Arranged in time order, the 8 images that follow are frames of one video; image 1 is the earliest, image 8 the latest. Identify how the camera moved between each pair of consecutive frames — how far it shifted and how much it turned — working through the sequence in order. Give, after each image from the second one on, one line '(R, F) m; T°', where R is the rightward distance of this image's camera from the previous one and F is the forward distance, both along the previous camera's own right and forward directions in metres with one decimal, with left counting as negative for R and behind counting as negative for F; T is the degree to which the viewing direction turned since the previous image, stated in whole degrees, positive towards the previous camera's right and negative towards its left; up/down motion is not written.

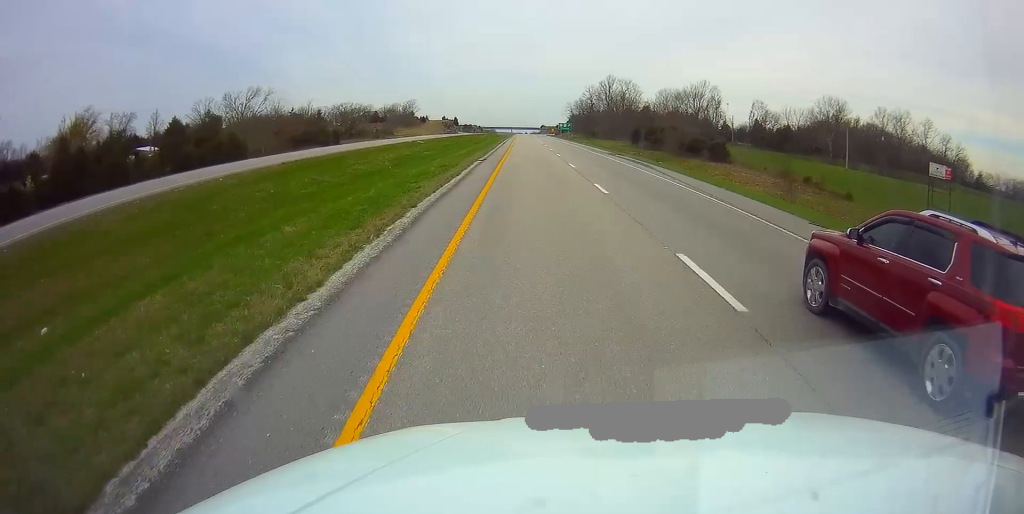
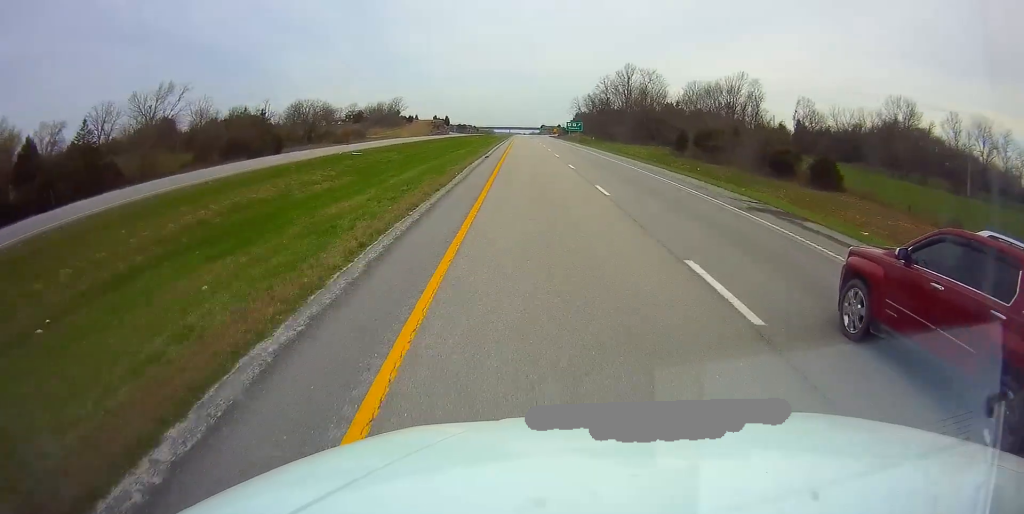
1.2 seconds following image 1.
(0.0, +37.1) m; 0°
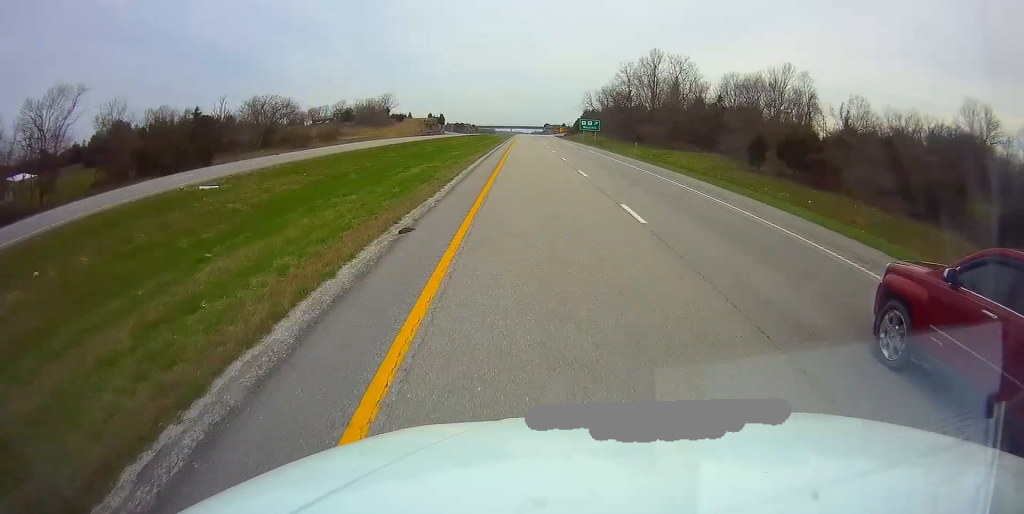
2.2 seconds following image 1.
(0.0, +29.8) m; 0°
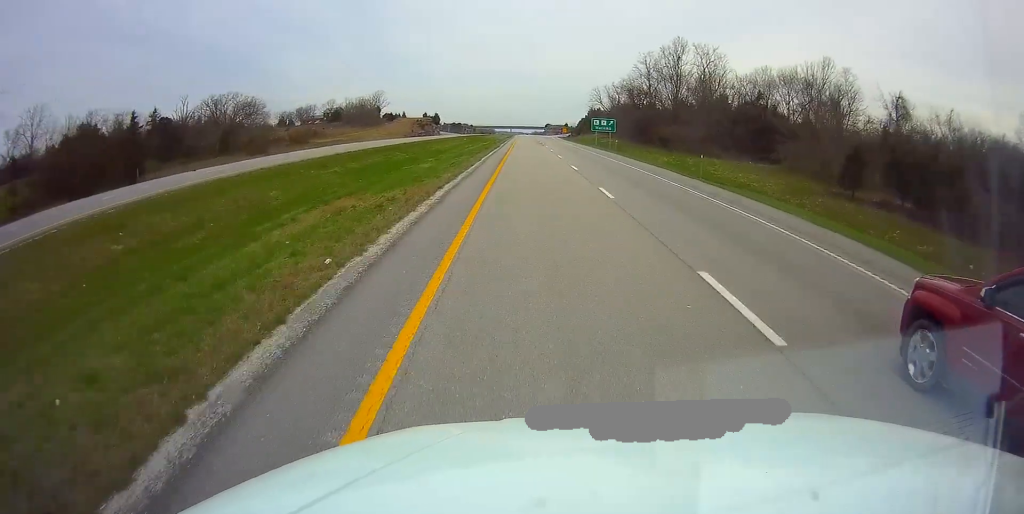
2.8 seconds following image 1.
(0.0, +19.5) m; 0°
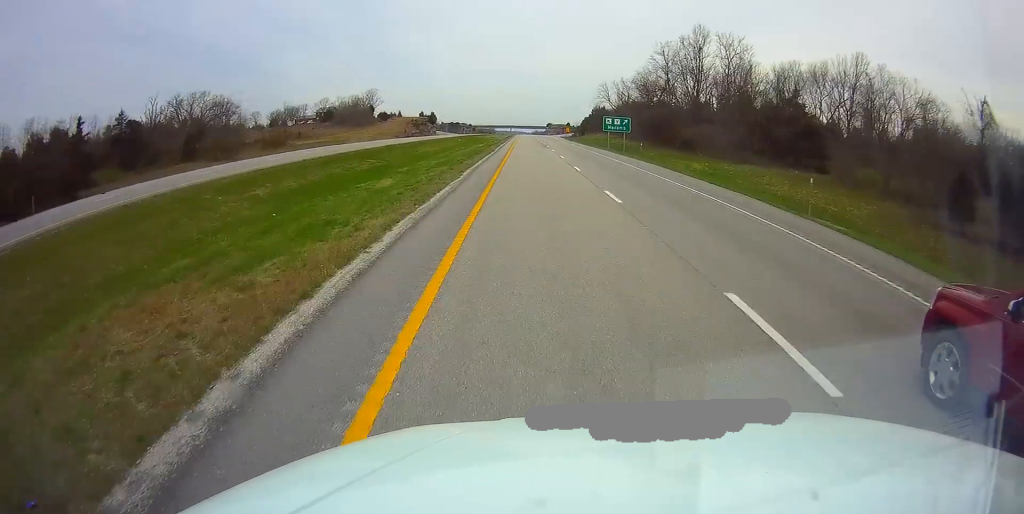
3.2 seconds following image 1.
(0.0, +13.4) m; 0°
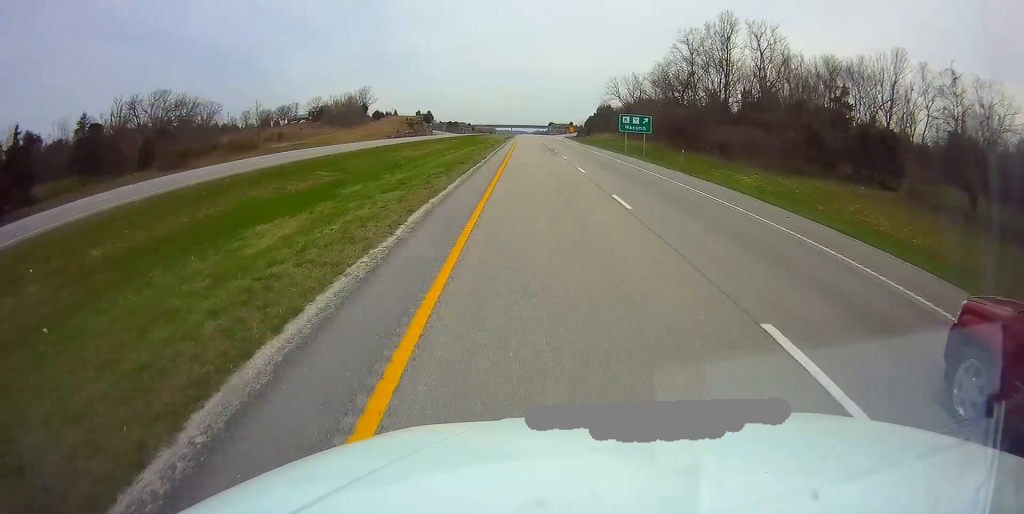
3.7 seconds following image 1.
(0.0, +13.4) m; 0°
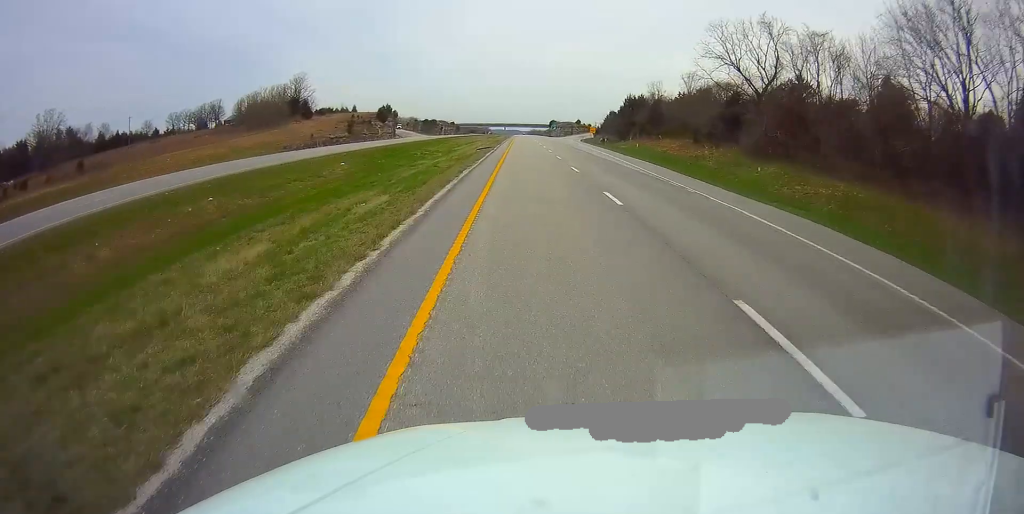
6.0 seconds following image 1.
(+0.4, +72.1) m; +1°
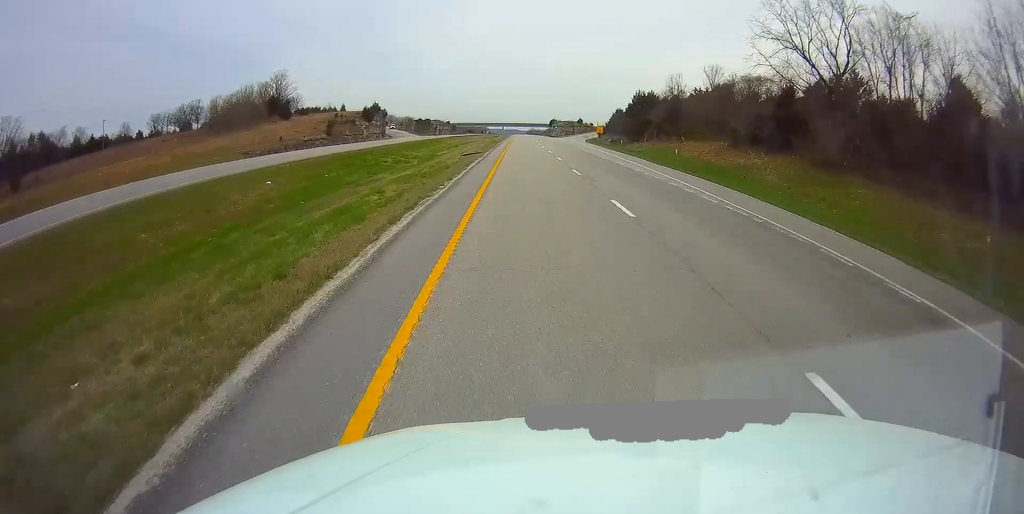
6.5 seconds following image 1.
(0.0, +14.4) m; 0°
